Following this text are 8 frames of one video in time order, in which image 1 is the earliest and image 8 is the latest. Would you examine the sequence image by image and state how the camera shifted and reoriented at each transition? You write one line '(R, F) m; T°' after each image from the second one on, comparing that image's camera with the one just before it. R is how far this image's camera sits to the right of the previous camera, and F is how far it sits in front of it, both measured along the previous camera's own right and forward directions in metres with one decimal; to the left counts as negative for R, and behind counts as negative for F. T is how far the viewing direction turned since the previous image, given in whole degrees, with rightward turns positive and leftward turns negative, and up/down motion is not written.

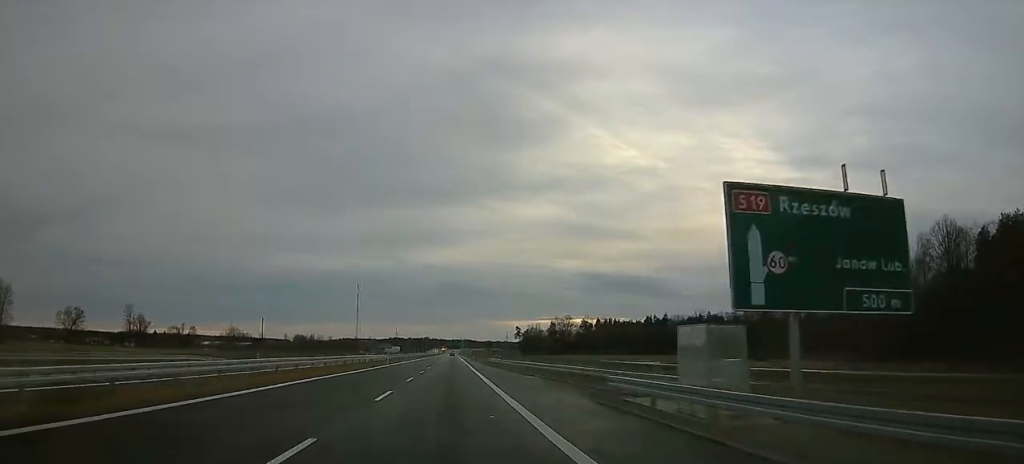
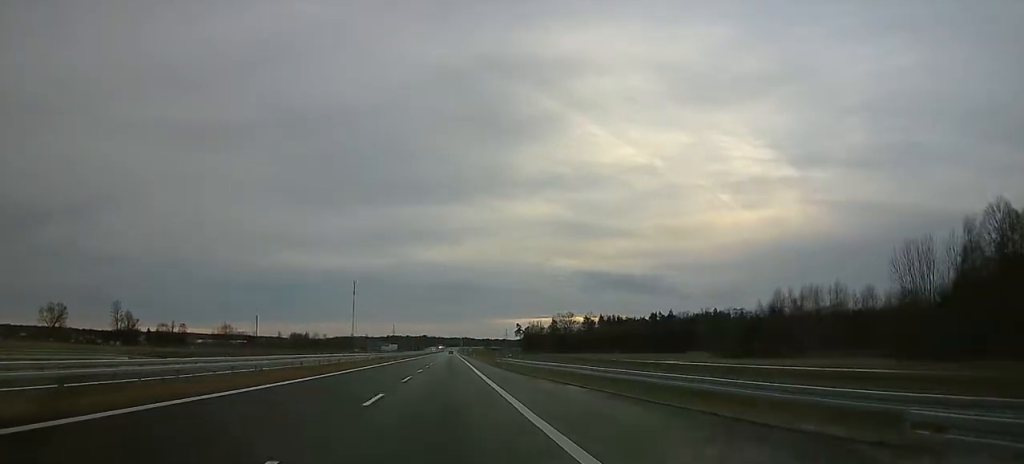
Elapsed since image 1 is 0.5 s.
(0.0, +14.4) m; 0°
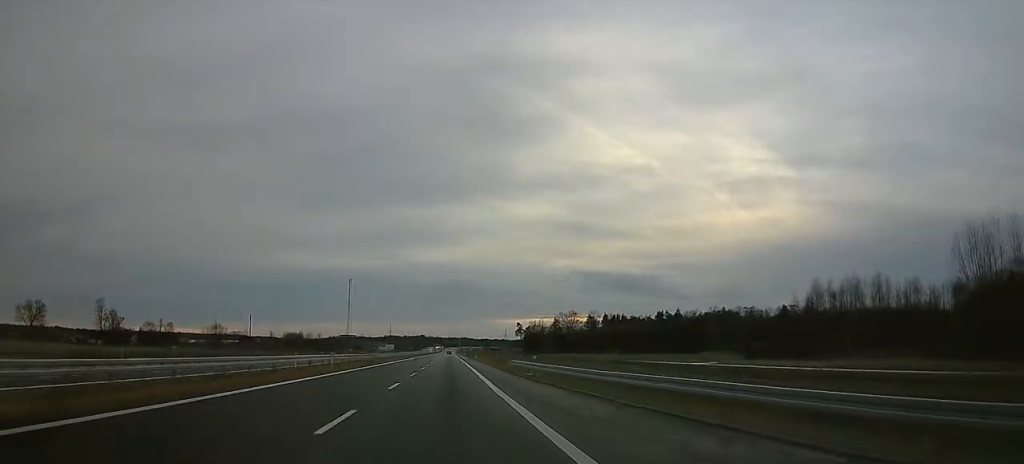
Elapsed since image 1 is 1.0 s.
(0.0, +17.5) m; 0°
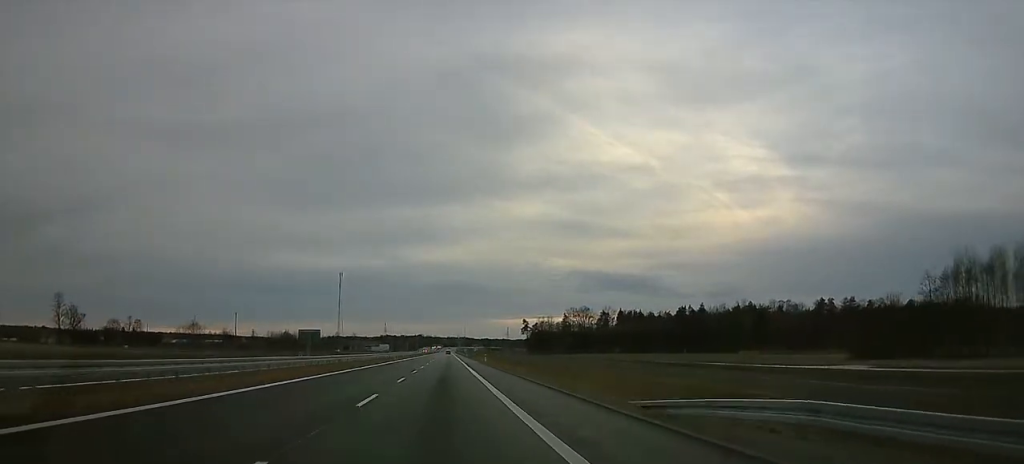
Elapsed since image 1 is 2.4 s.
(0.0, +43.2) m; 0°
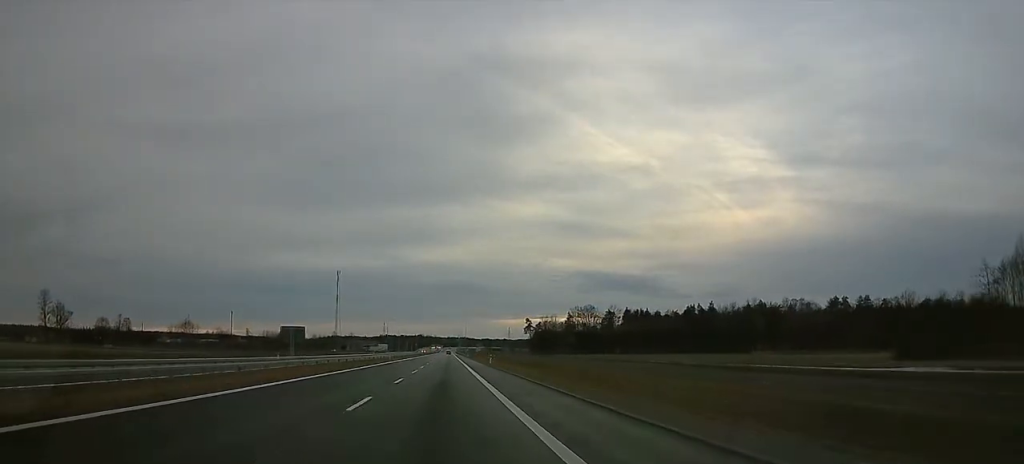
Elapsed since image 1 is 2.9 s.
(0.0, +13.4) m; 0°
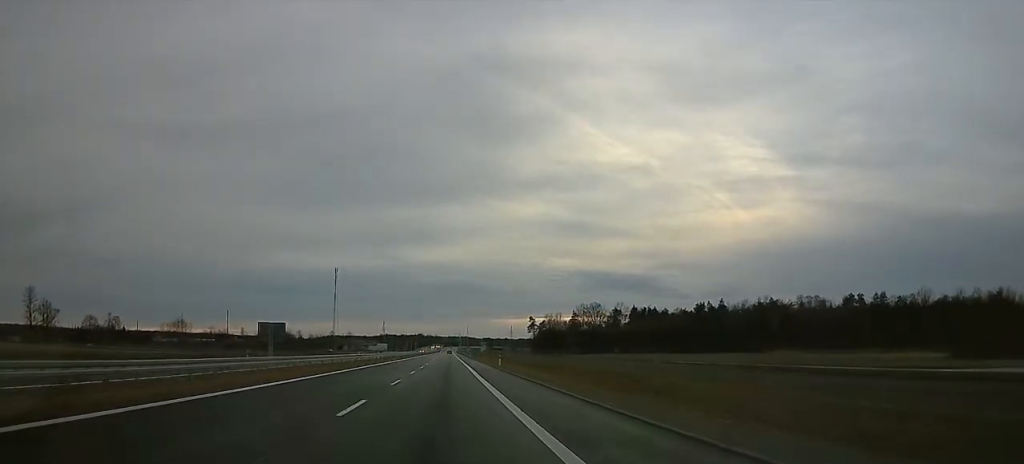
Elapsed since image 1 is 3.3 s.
(0.0, +13.4) m; 0°
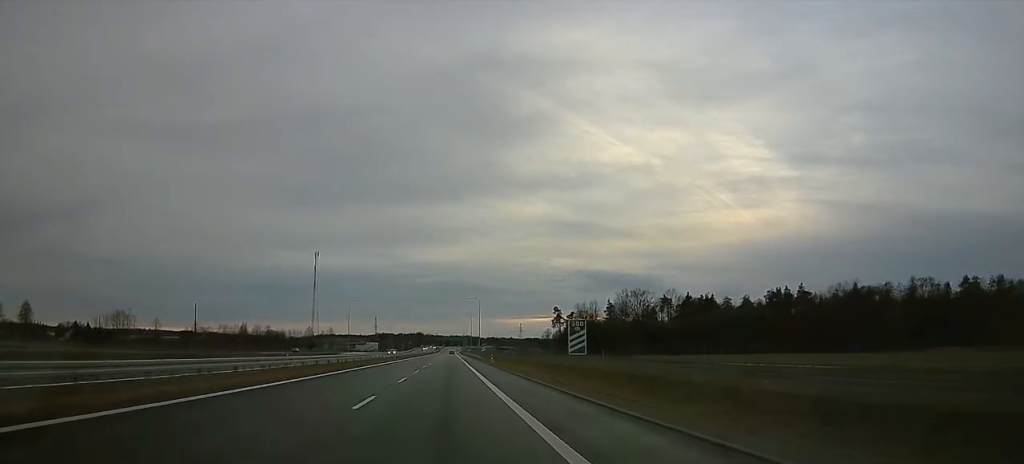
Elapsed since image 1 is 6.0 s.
(0.0, +83.4) m; 0°
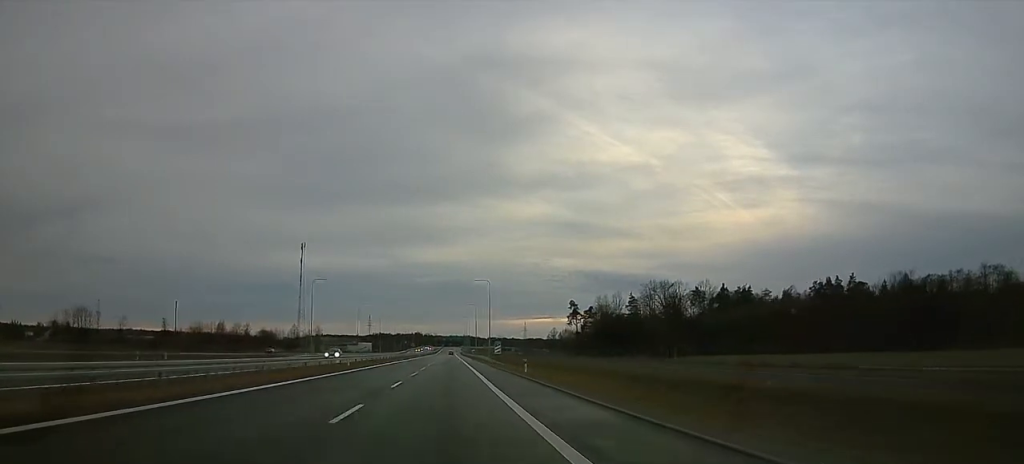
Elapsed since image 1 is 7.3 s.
(0.0, +39.1) m; 0°
